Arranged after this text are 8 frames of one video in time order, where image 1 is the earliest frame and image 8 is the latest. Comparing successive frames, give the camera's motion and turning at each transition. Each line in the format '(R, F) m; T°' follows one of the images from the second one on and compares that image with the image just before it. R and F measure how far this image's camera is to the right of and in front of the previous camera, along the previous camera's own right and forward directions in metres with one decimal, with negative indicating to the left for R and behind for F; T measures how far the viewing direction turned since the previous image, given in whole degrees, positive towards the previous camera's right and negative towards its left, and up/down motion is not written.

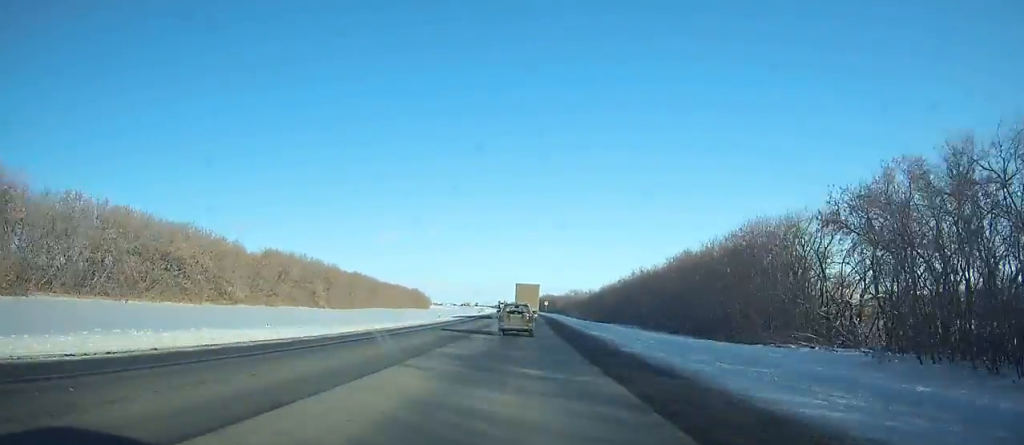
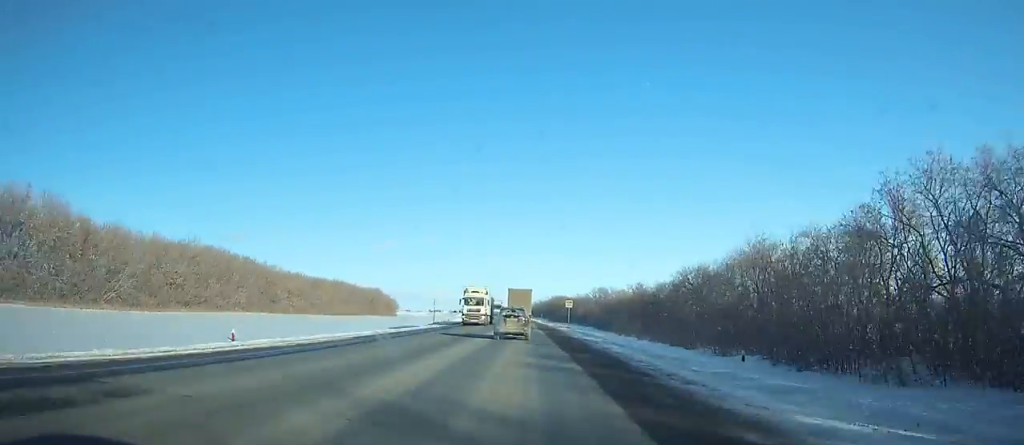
(-0.1, +91.9) m; 0°
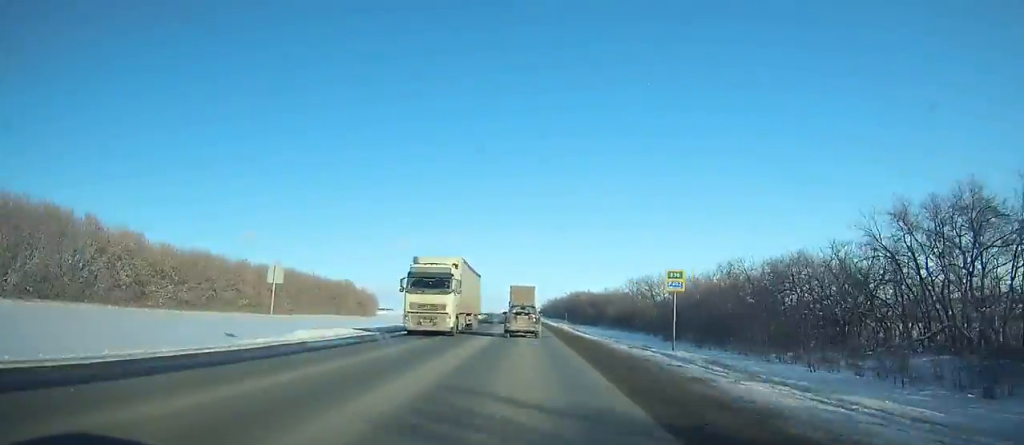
(-0.2, +50.4) m; -1°
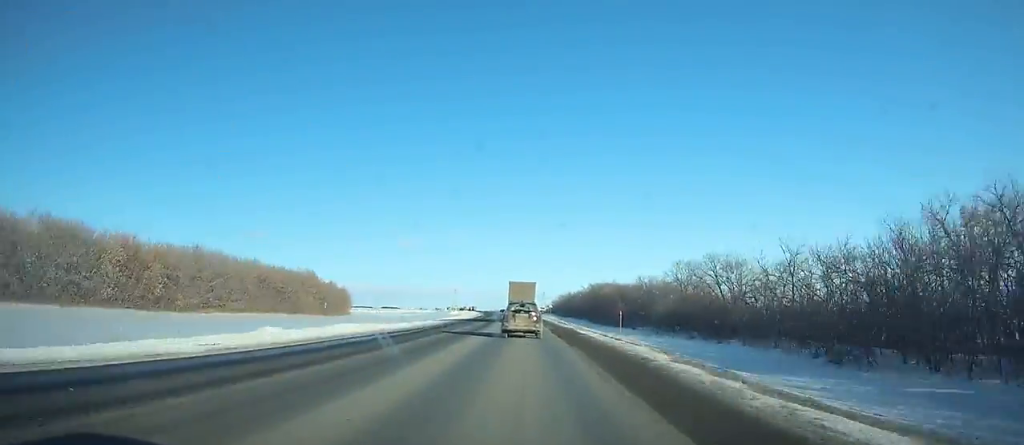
(-0.3, +37.6) m; -1°
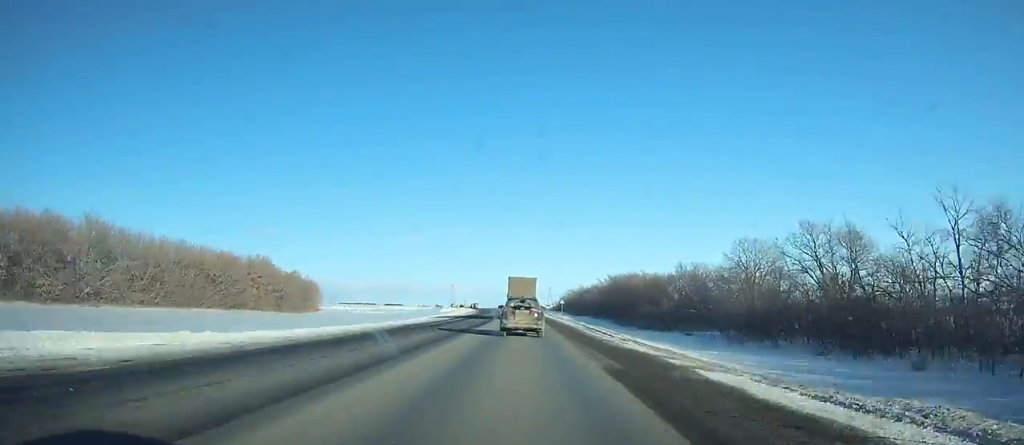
(-0.1, +29.0) m; -1°
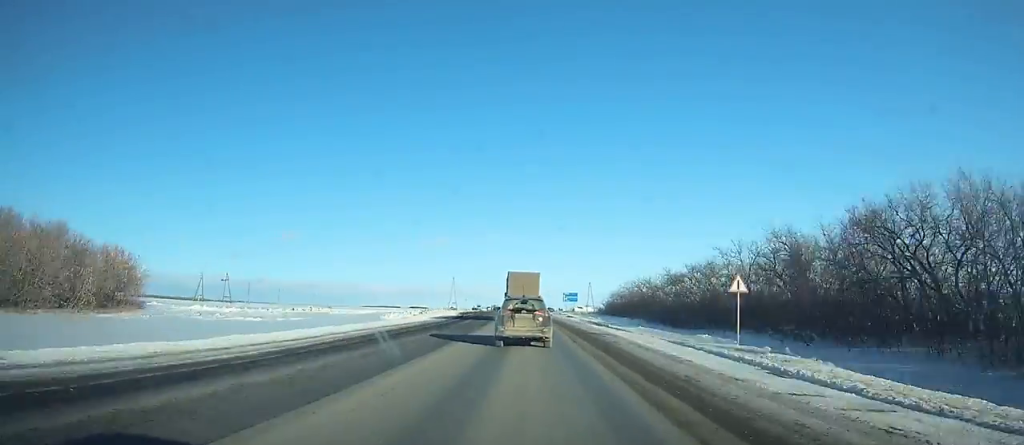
(-1.3, +78.0) m; -2°
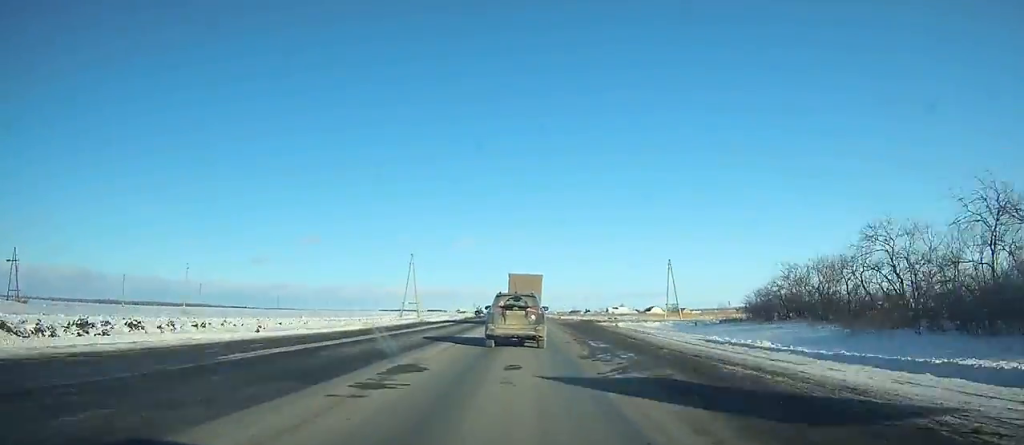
(-2.4, +97.5) m; -2°
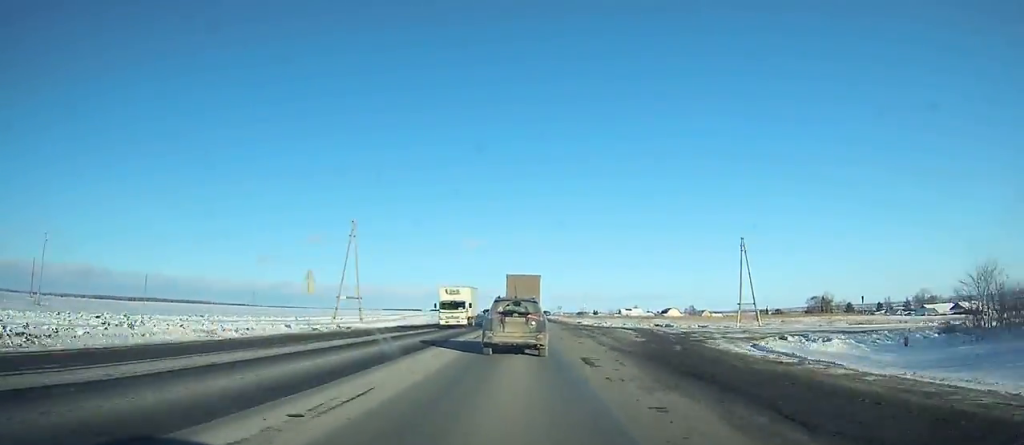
(-0.2, +37.8) m; 0°
